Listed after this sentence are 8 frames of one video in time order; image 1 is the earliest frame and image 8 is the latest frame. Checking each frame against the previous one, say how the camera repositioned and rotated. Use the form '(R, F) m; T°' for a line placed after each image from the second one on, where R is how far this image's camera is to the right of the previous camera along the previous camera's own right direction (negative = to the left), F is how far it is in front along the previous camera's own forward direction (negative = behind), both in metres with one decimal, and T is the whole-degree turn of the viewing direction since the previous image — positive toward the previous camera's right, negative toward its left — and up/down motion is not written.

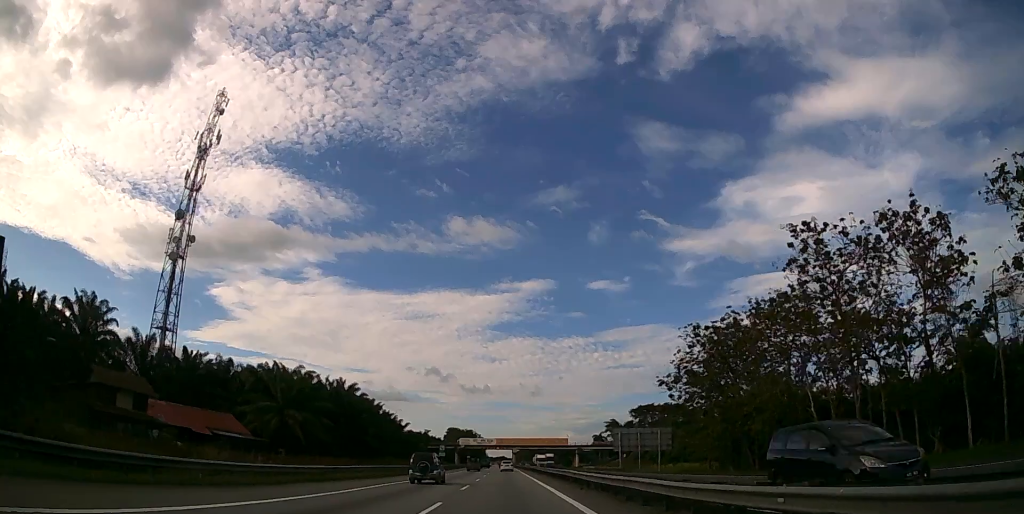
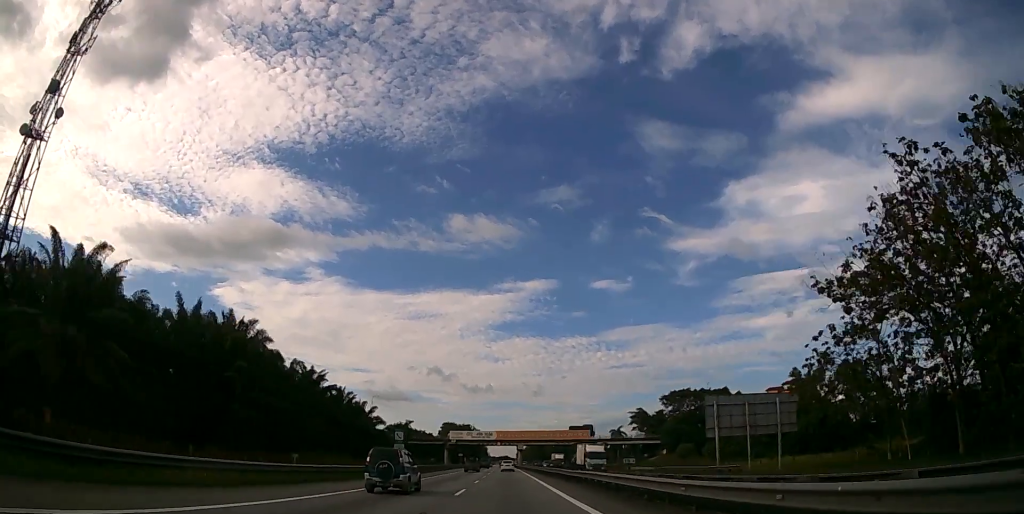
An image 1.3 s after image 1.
(-0.1, +40.5) m; 0°
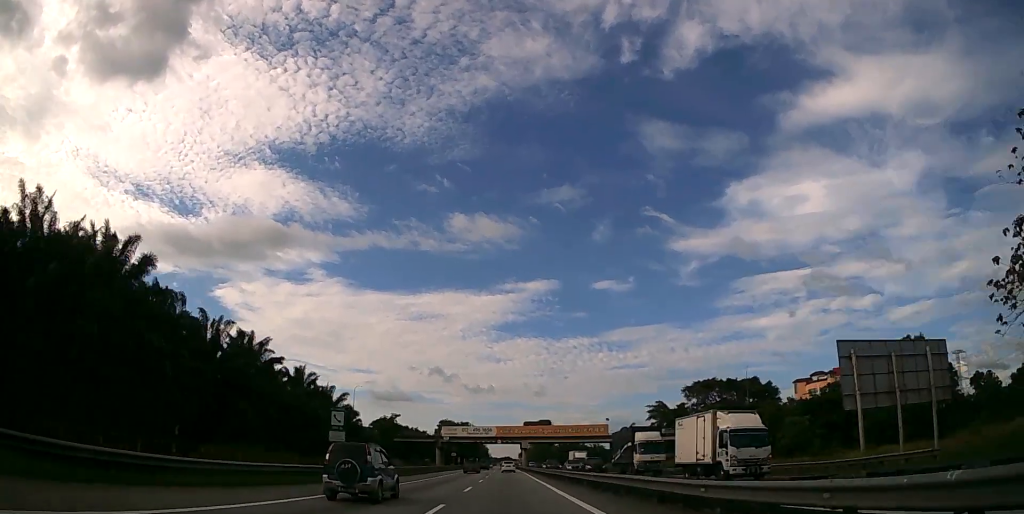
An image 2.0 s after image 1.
(0.0, +21.3) m; 0°
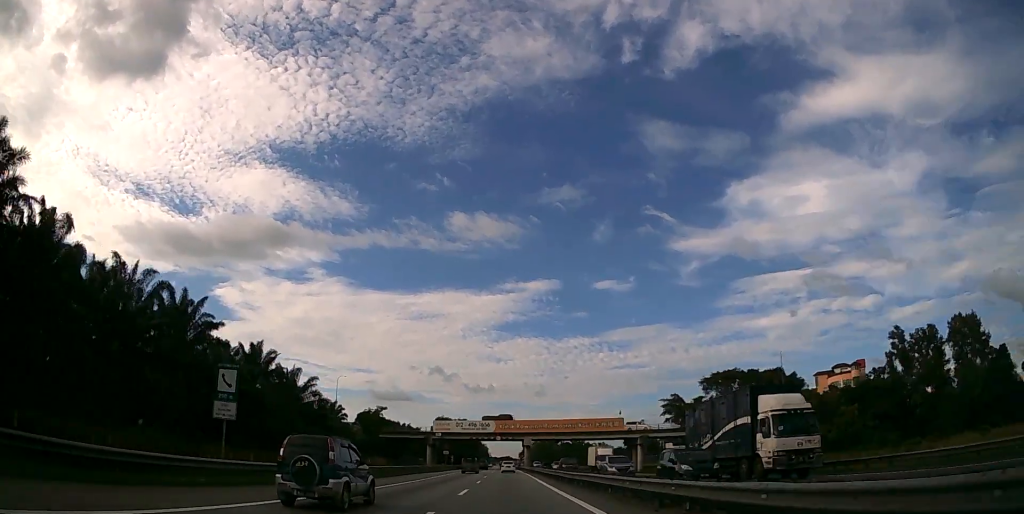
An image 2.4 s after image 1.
(0.0, +14.9) m; 0°
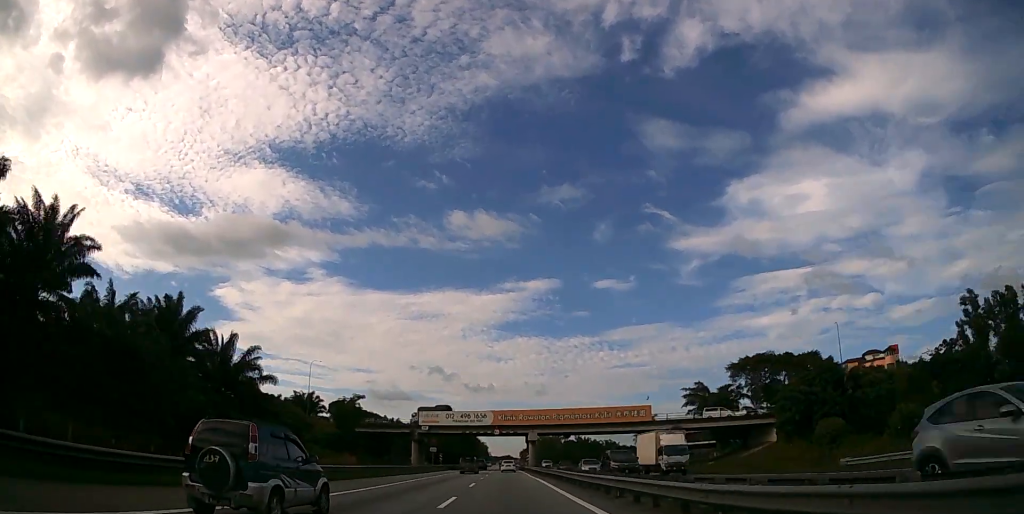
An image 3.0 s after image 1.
(0.0, +18.4) m; 0°
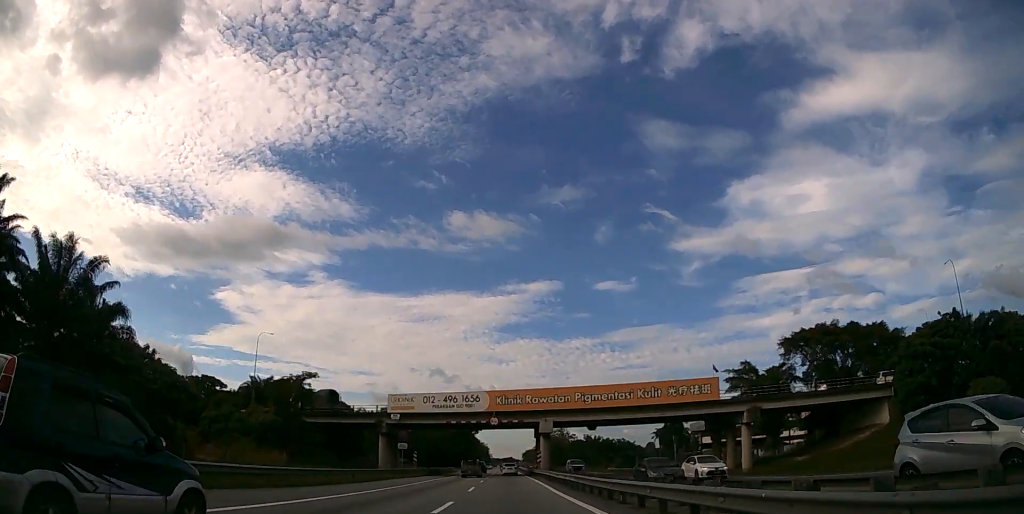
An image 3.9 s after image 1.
(0.0, +25.5) m; 0°
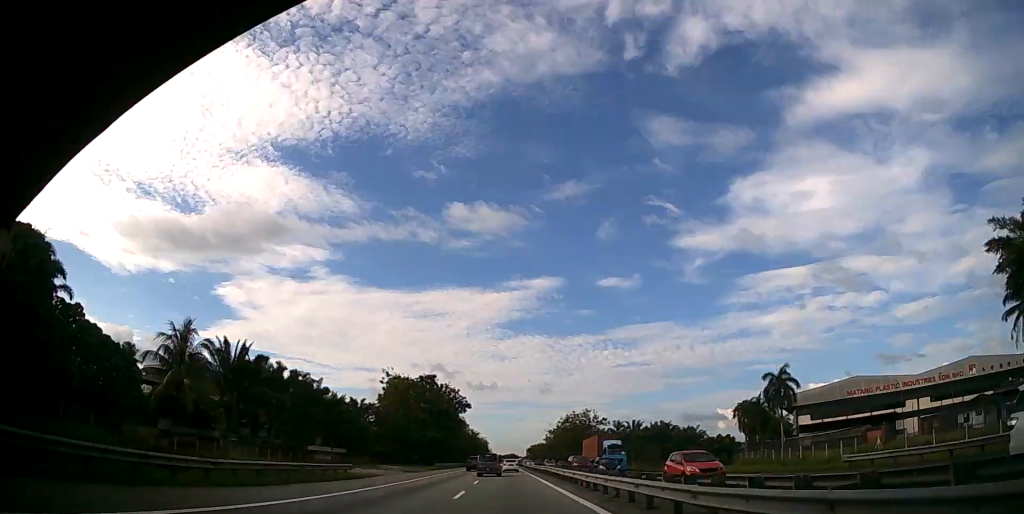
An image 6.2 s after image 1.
(-0.3, +67.5) m; -1°
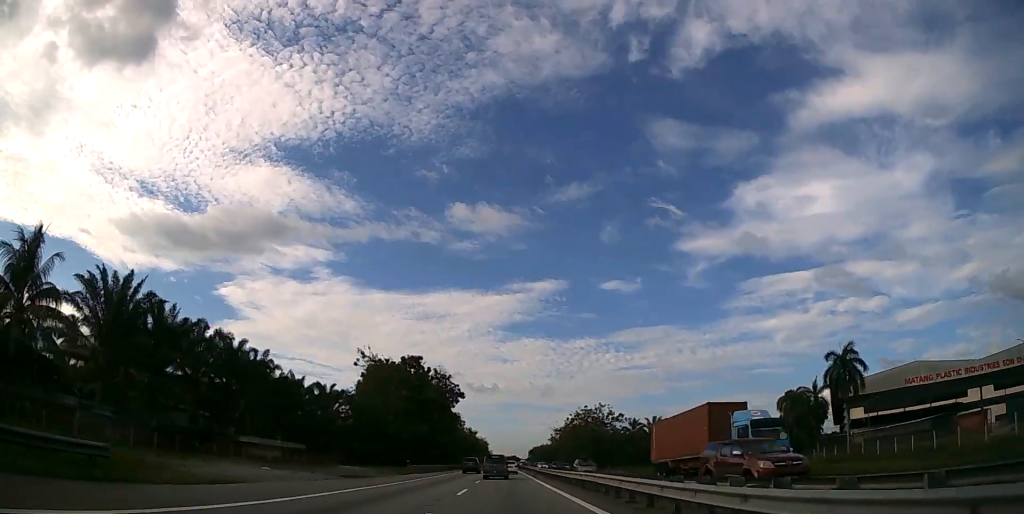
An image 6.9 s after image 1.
(0.0, +22.1) m; 0°
